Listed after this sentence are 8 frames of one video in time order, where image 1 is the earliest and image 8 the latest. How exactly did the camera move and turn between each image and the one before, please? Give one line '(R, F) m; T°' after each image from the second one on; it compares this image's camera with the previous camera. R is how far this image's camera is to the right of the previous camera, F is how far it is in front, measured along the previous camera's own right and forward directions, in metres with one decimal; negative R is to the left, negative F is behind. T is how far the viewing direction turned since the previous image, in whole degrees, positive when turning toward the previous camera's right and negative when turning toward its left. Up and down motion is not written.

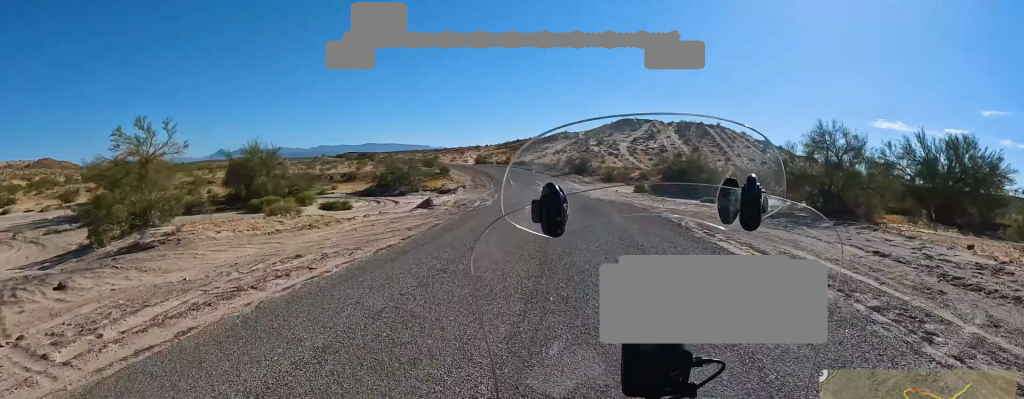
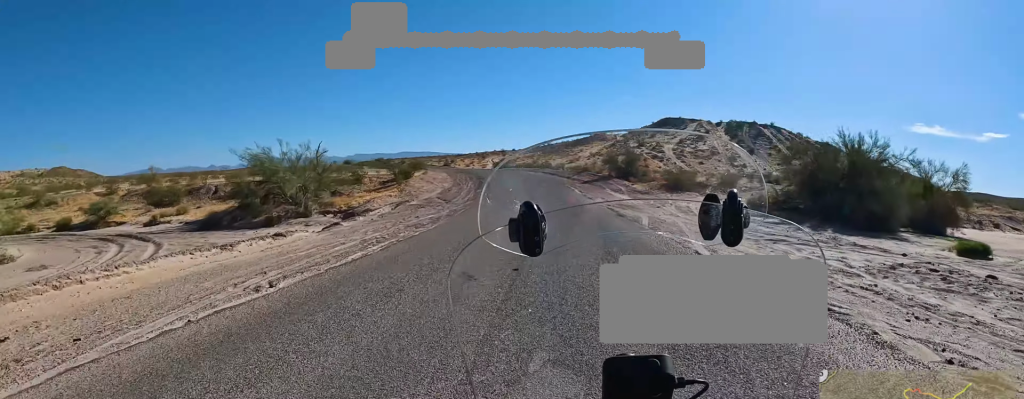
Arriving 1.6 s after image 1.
(0.0, +29.3) m; 0°
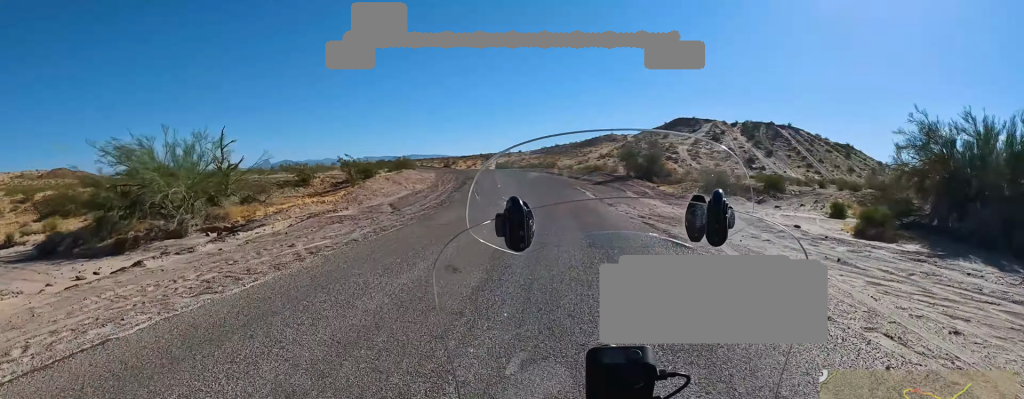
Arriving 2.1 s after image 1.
(0.0, +10.5) m; -1°
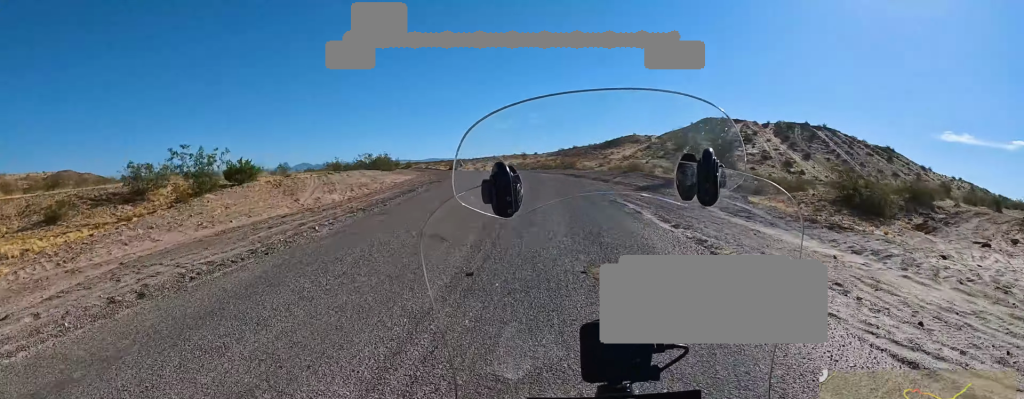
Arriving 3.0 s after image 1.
(0.0, +16.2) m; -5°
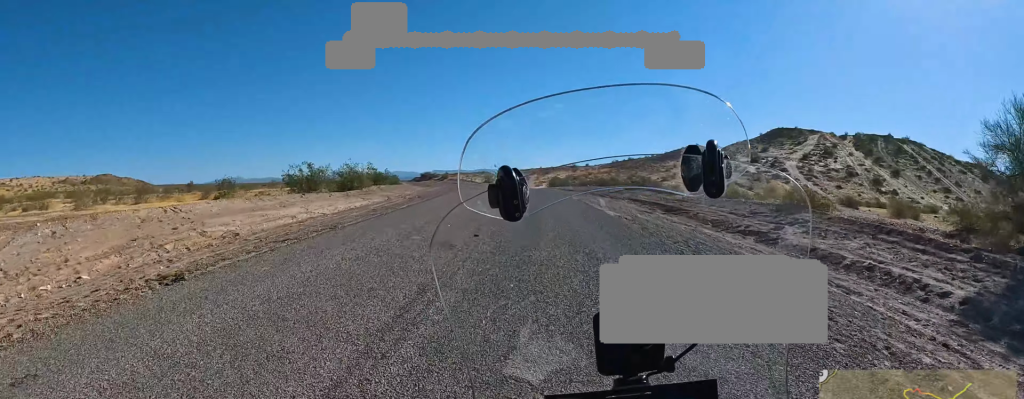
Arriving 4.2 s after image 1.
(-2.0, +22.4) m; -7°
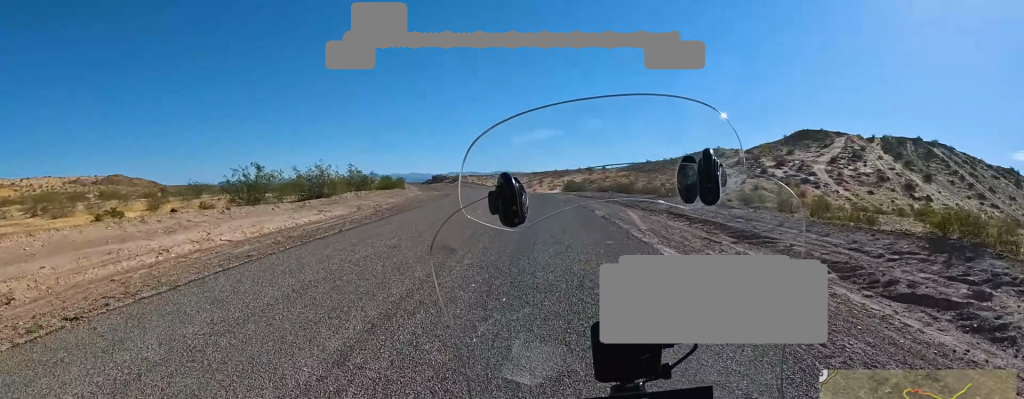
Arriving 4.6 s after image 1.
(+0.2, +7.8) m; -3°
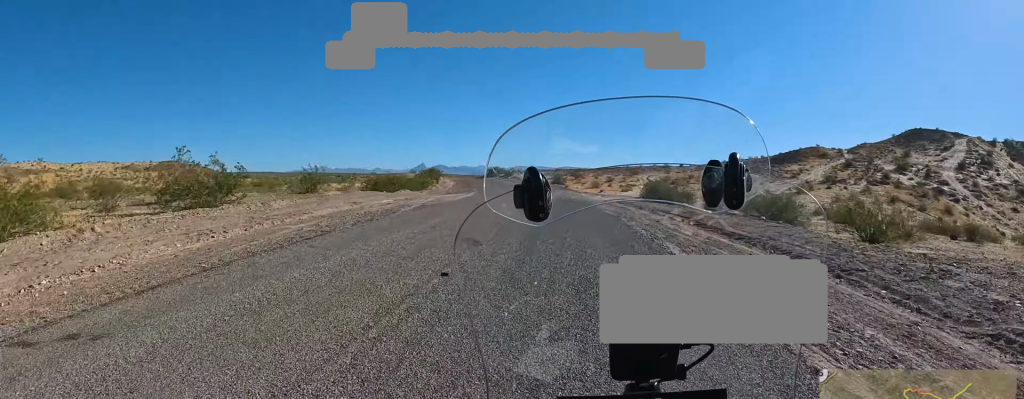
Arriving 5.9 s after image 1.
(-2.3, +25.6) m; -9°
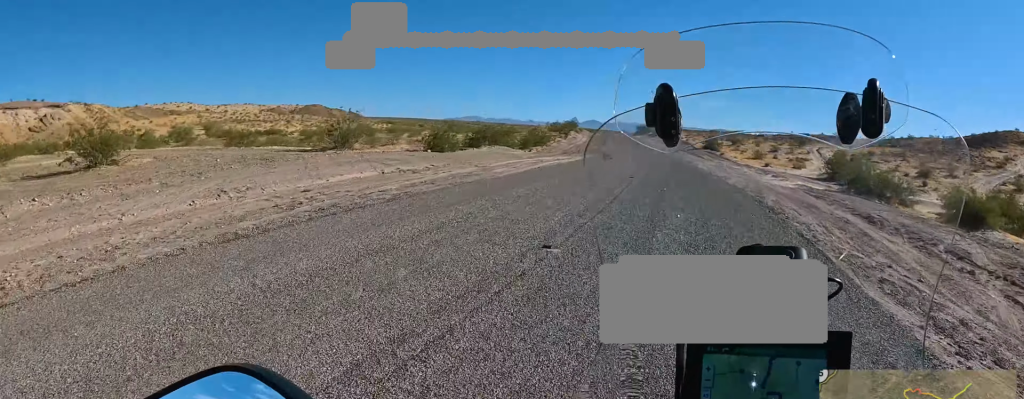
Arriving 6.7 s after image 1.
(-0.2, +16.1) m; -1°
